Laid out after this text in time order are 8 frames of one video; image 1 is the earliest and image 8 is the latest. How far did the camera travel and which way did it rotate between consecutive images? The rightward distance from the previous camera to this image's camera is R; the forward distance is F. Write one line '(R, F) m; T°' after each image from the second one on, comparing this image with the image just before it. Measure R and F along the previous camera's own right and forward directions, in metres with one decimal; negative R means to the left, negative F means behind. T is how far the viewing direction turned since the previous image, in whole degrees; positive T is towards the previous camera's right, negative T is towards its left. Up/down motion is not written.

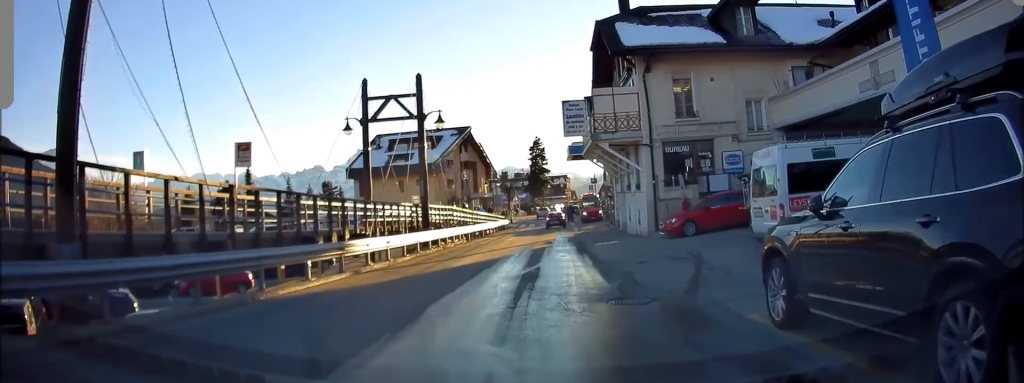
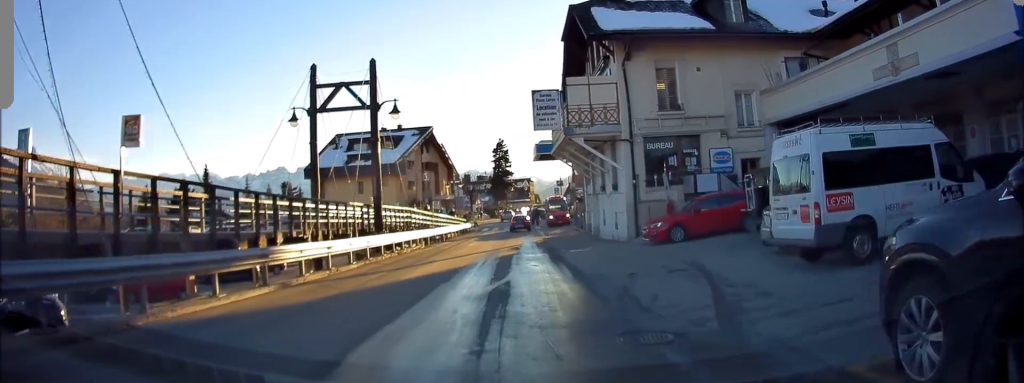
(+0.1, +2.9) m; +3°
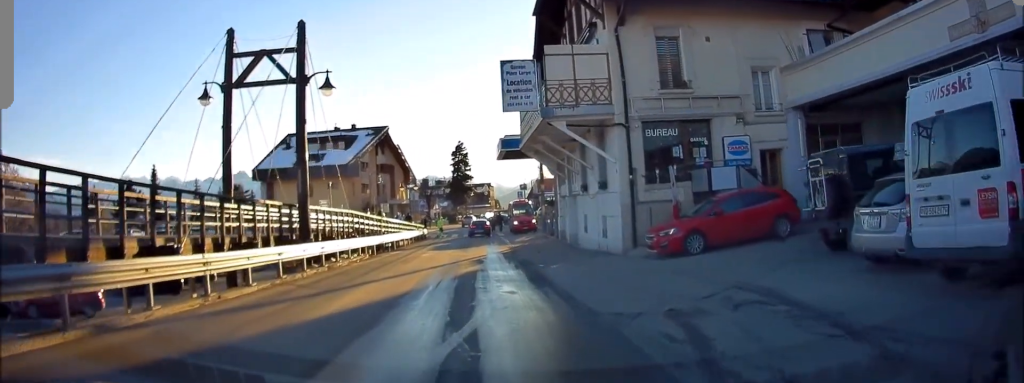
(+0.1, +5.0) m; +3°
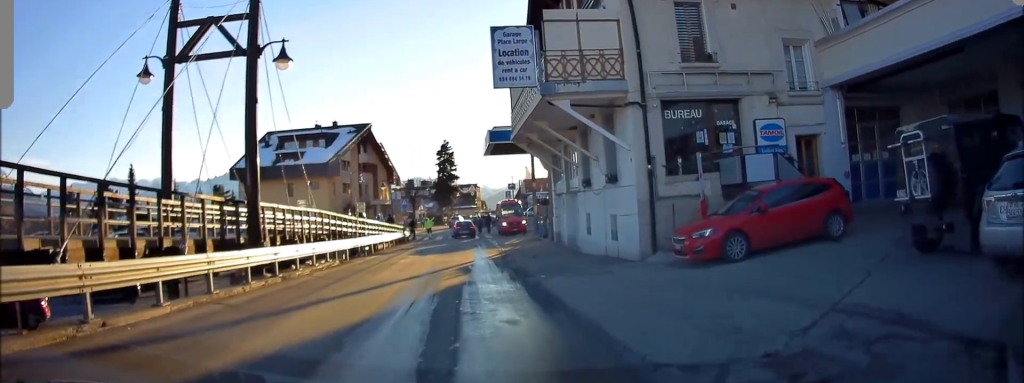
(+0.1, +3.1) m; +2°
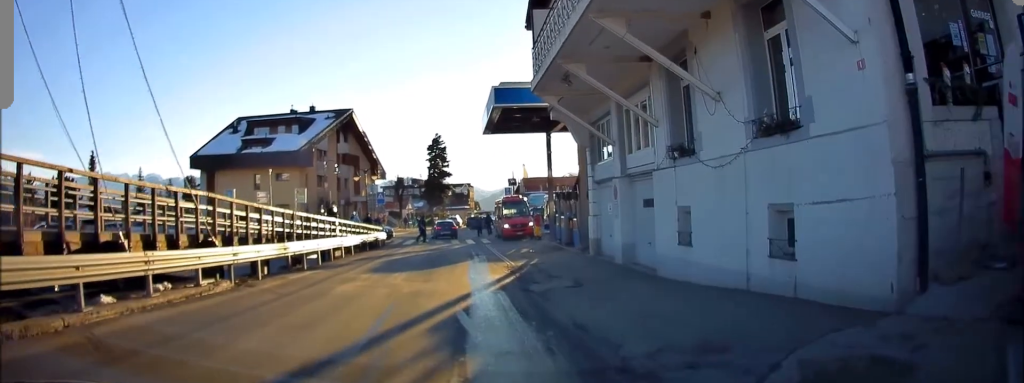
(+0.7, +9.6) m; +9°
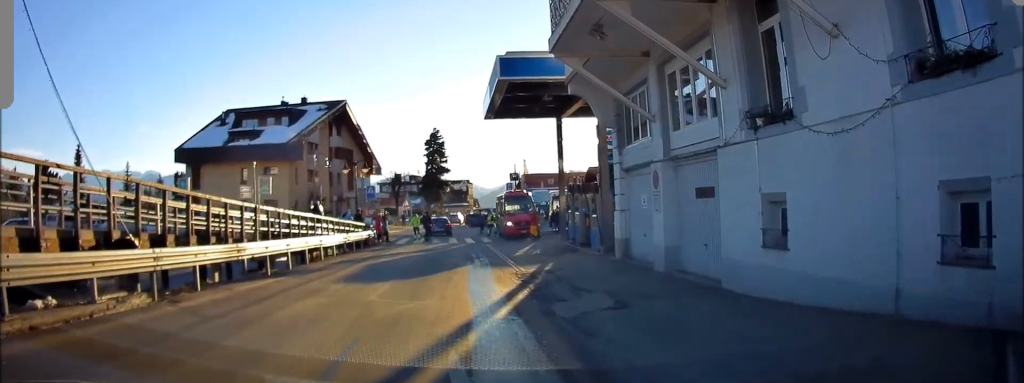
(+0.1, +3.4) m; -1°
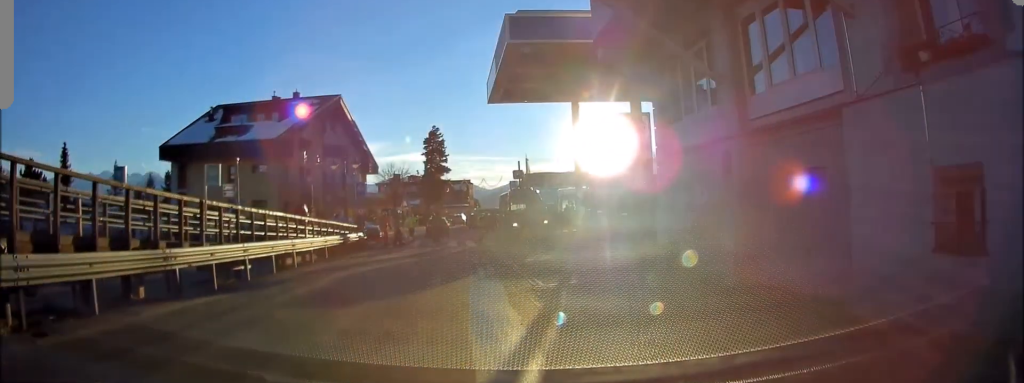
(-0.1, +3.3) m; -2°
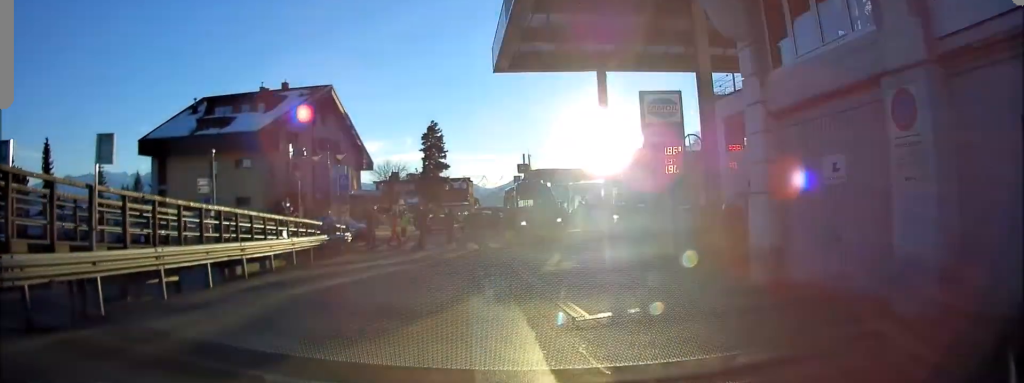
(-0.2, +4.0) m; -1°
